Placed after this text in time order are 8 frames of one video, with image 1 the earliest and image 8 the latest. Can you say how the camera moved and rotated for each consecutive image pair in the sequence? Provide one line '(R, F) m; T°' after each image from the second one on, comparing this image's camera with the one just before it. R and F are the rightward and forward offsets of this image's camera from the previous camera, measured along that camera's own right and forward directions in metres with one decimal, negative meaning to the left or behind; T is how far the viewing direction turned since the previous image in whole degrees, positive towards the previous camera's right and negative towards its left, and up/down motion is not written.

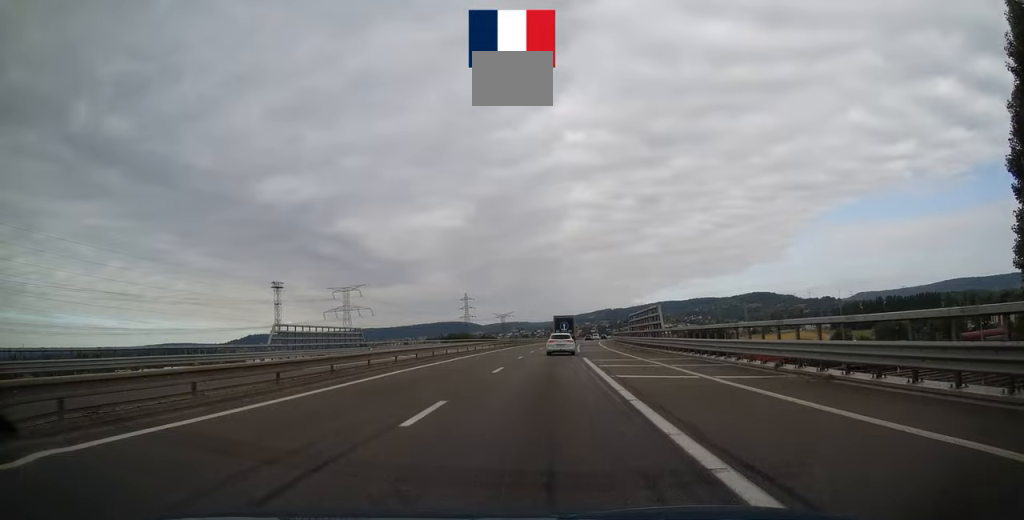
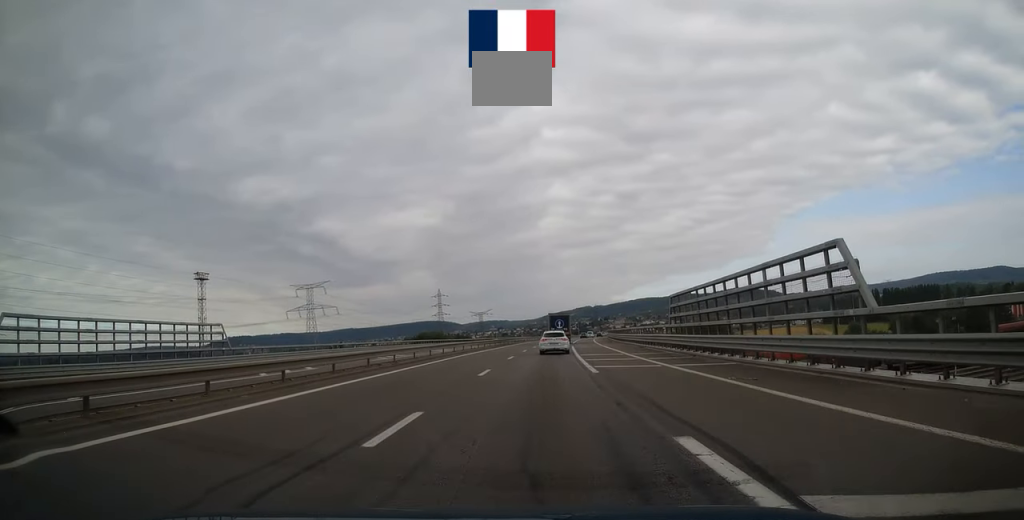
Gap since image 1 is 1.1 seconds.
(+0.5, +27.4) m; +2°
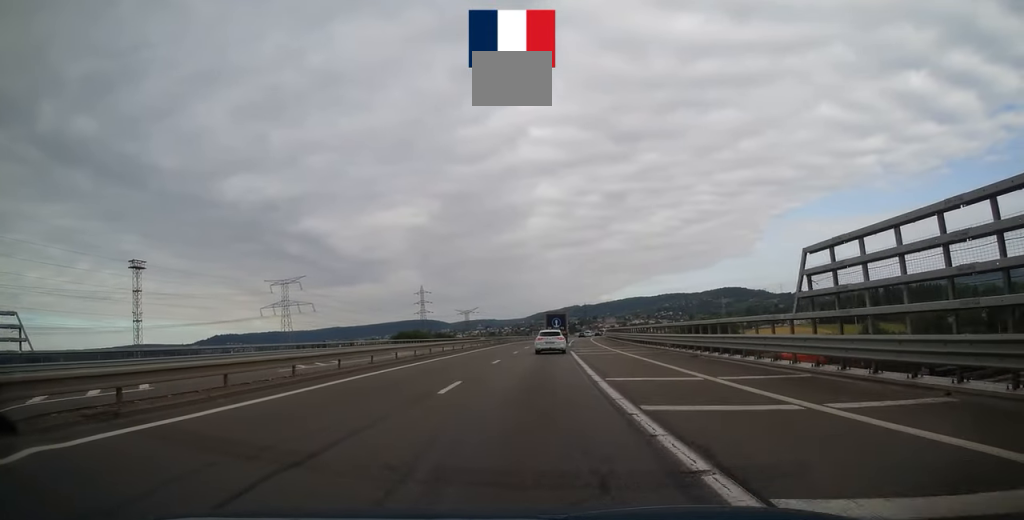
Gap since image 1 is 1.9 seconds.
(+0.3, +18.8) m; +1°
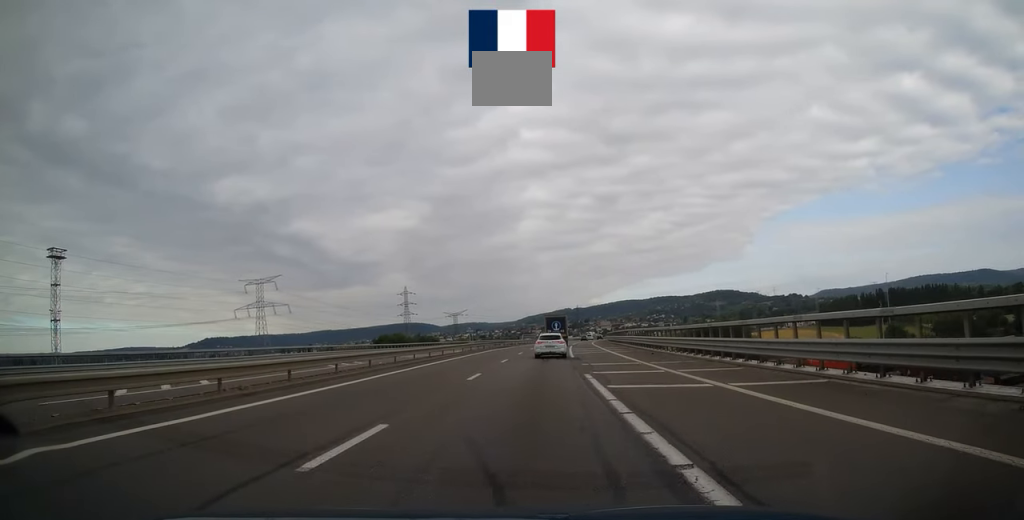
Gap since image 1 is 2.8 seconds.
(+0.1, +20.0) m; +1°
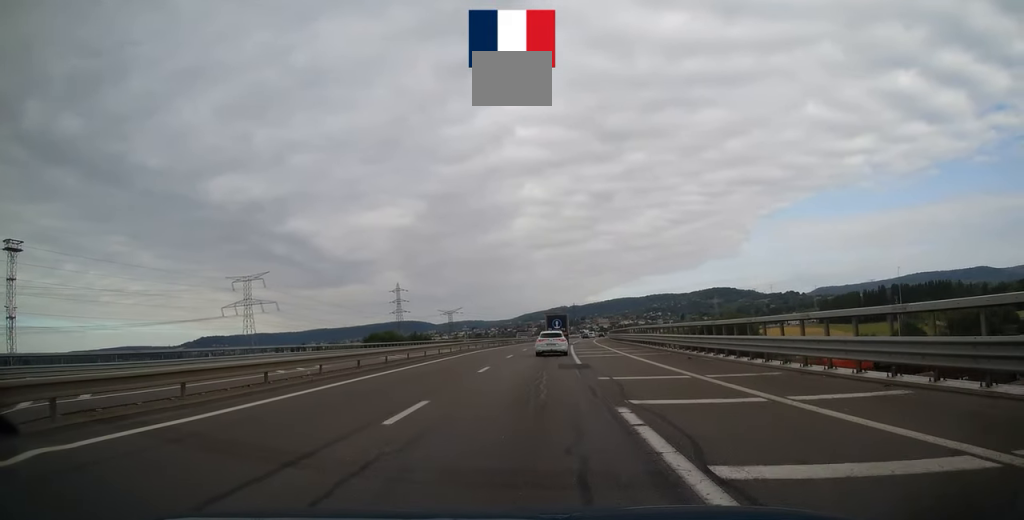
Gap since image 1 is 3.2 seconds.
(+0.1, +9.6) m; 0°
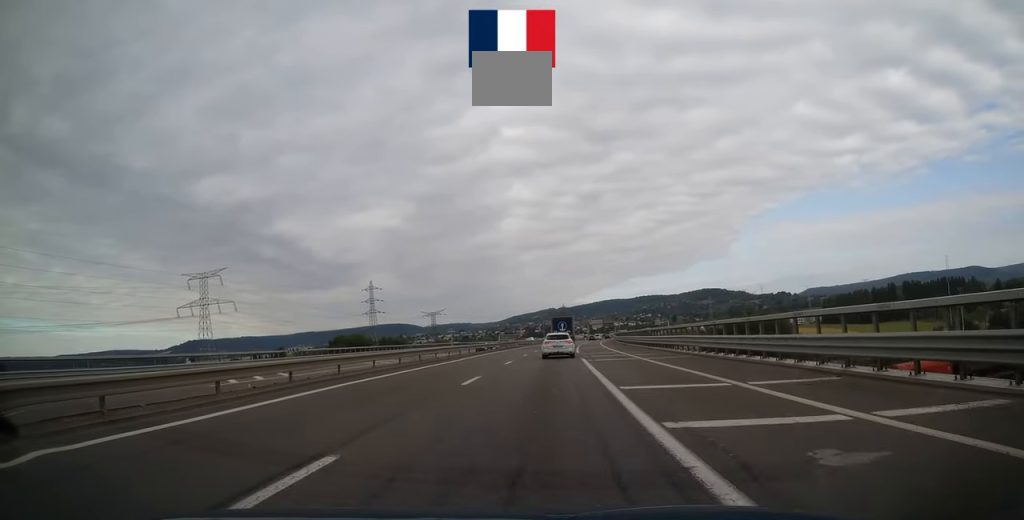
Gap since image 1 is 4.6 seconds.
(+0.2, +30.9) m; +1°
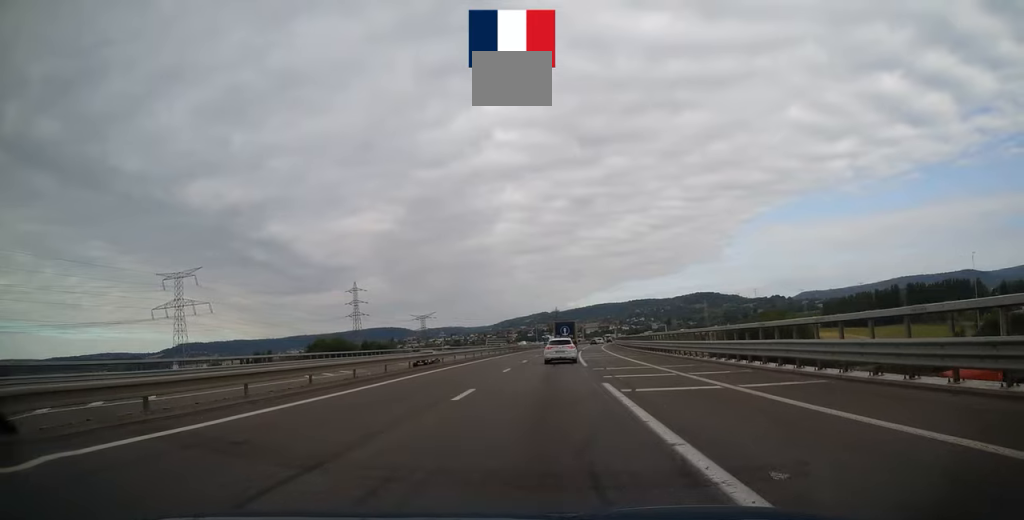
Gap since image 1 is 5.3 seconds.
(+0.3, +14.7) m; +1°
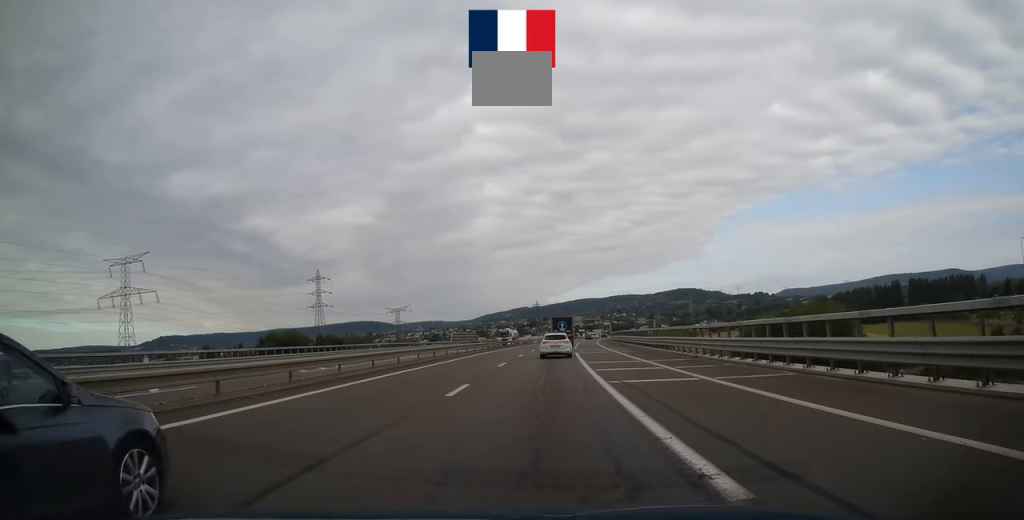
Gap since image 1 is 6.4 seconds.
(+0.1, +25.2) m; +1°
